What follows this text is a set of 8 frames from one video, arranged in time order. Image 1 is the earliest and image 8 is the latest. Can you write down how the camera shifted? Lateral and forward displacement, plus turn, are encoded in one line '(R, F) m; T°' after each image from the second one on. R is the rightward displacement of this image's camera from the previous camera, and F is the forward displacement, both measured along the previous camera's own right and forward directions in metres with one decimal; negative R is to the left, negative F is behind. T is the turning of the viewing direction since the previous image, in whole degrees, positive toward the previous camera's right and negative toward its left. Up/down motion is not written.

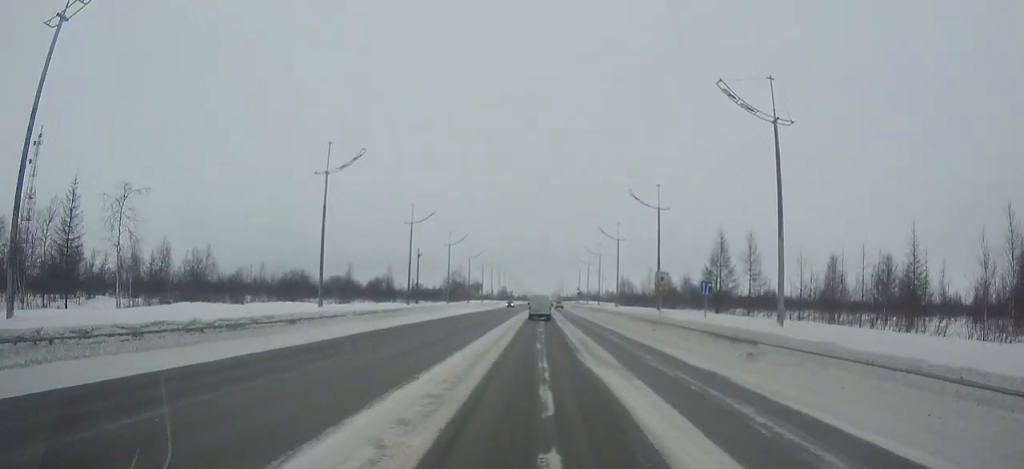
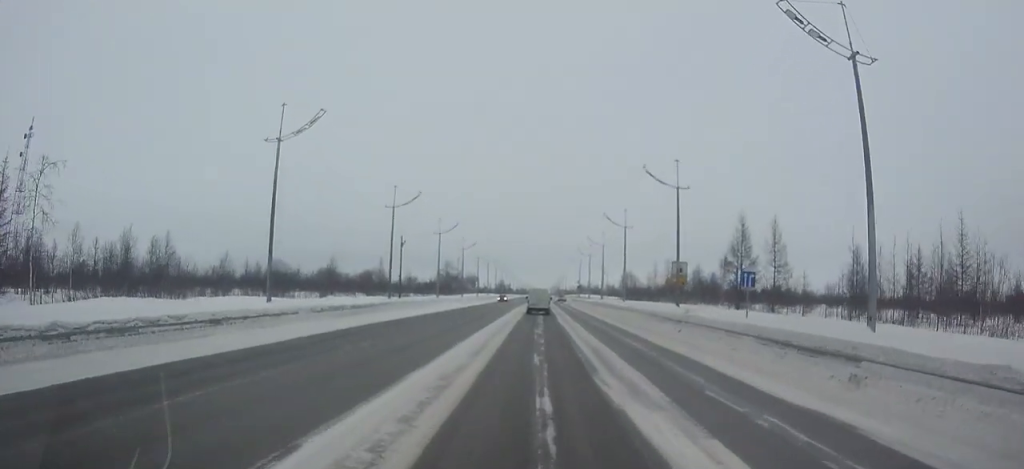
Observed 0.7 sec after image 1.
(0.0, +7.1) m; 0°
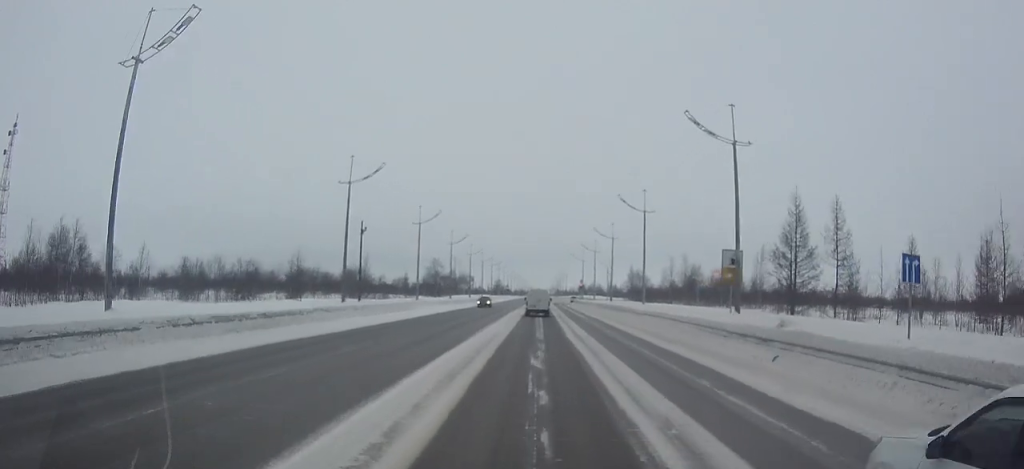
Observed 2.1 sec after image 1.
(0.0, +12.5) m; 0°
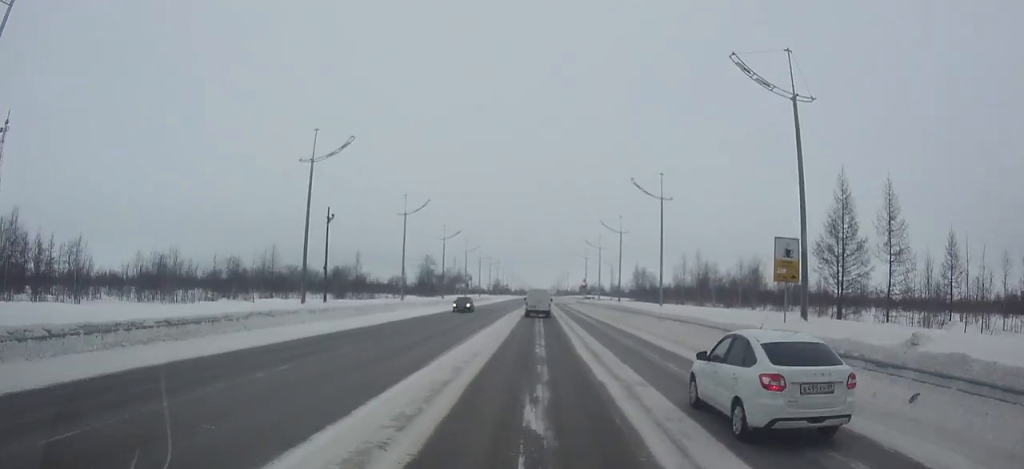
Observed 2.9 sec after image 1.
(0.0, +7.3) m; 0°
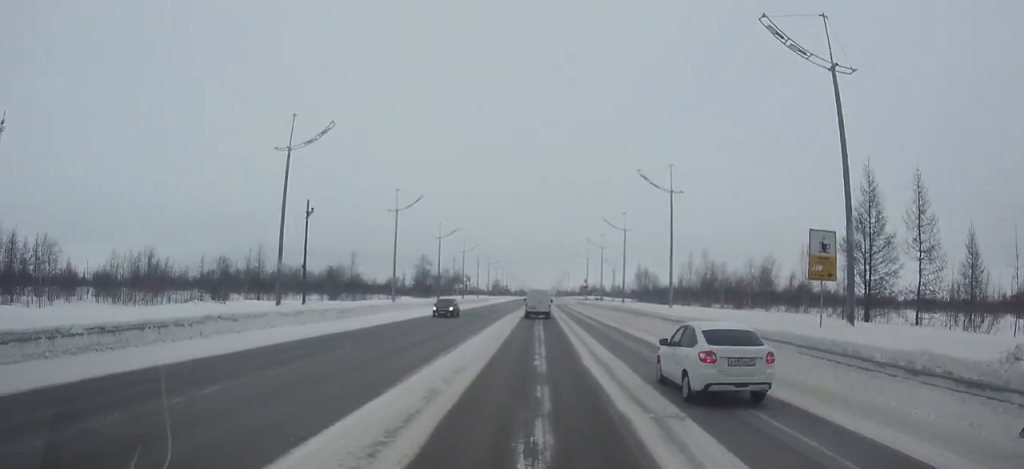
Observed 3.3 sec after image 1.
(0.0, +3.4) m; 0°
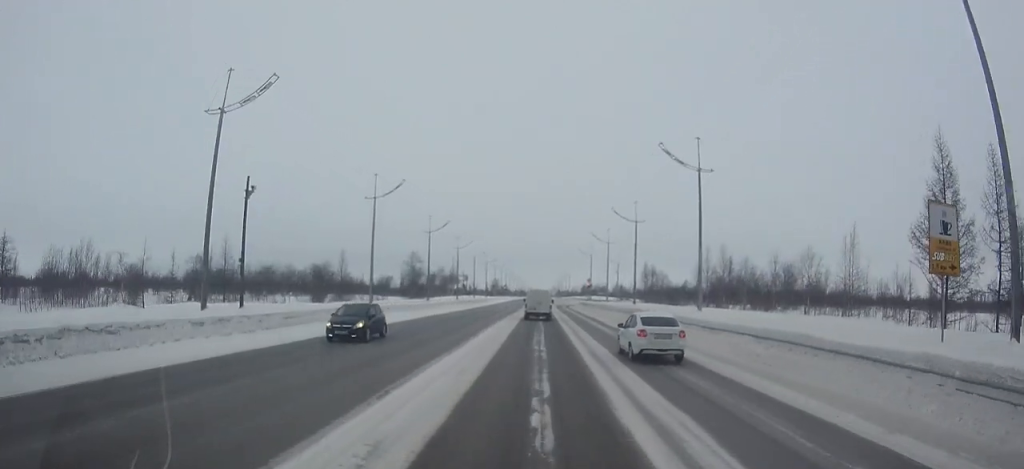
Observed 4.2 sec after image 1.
(0.0, +7.5) m; 0°
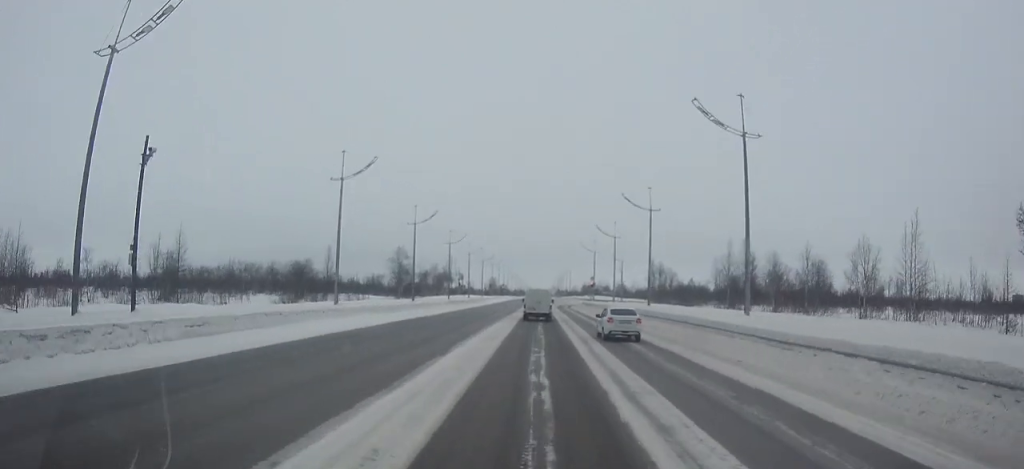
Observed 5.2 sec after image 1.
(0.0, +8.0) m; 0°
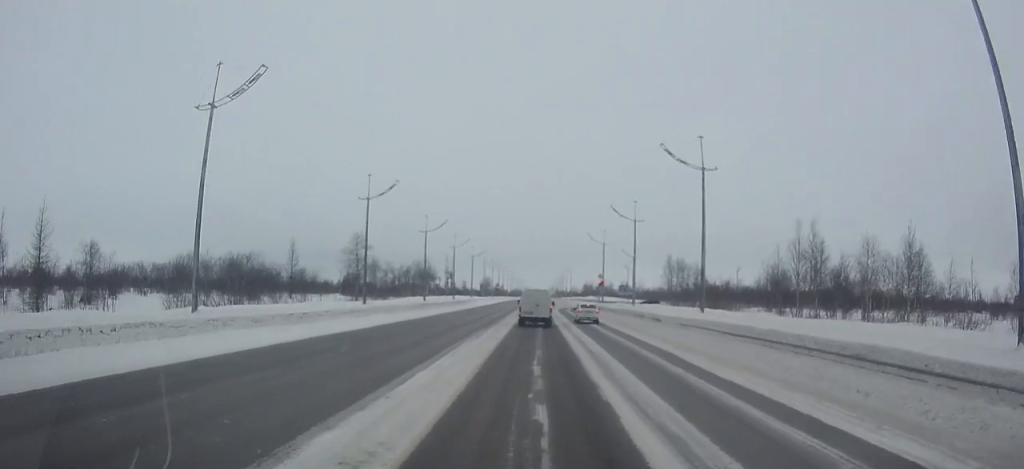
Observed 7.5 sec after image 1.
(+0.1, +16.7) m; 0°
